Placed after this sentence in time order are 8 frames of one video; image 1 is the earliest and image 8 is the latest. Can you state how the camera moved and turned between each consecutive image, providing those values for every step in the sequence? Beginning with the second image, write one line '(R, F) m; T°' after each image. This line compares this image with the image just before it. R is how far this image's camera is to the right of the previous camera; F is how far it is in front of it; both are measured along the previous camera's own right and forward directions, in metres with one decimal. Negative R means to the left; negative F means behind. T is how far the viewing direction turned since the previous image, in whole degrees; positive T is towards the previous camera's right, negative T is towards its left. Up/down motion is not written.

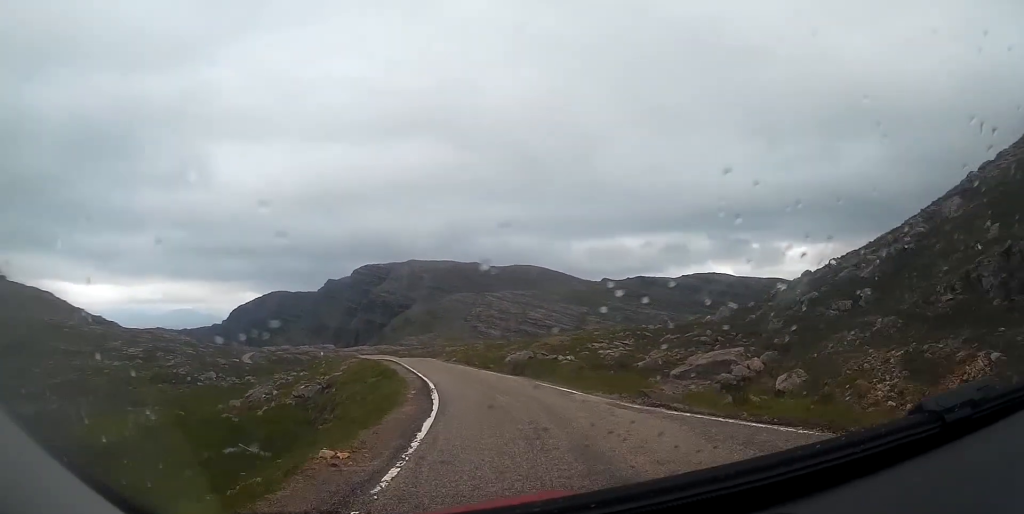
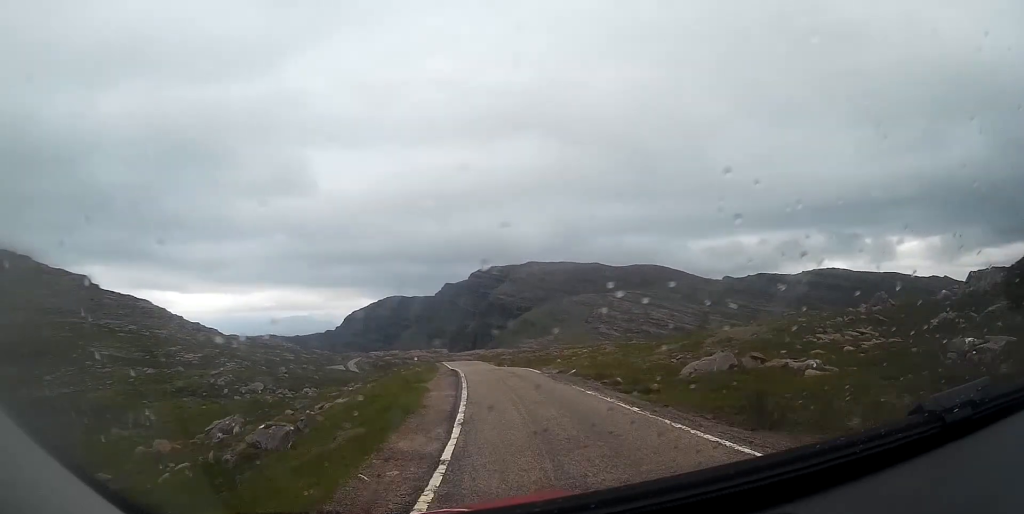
(-1.4, +18.6) m; -9°
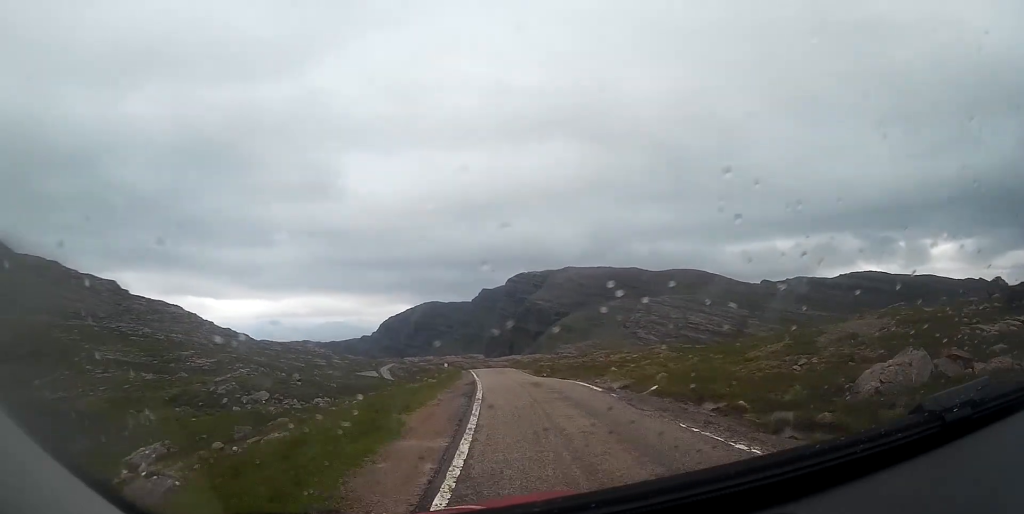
(-0.3, +7.5) m; -3°
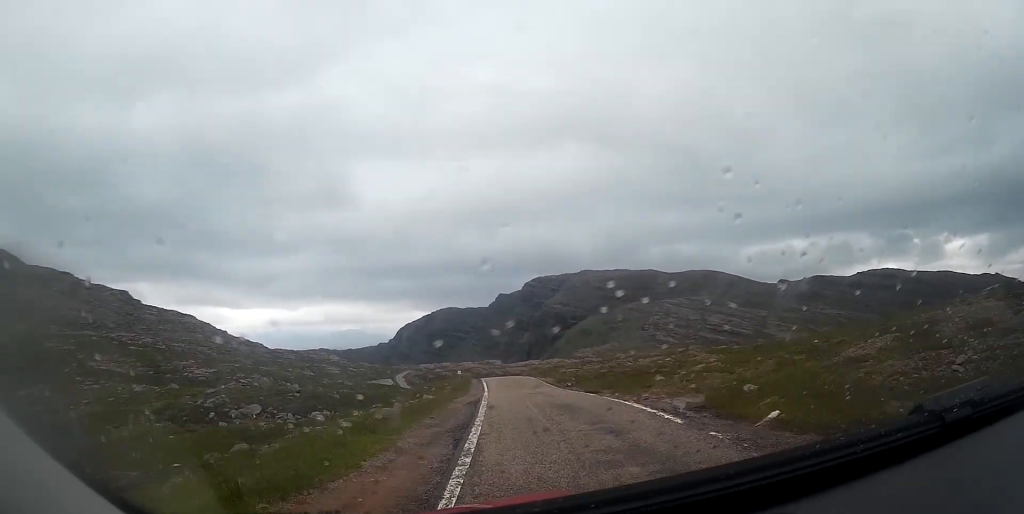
(-0.1, +5.6) m; -1°
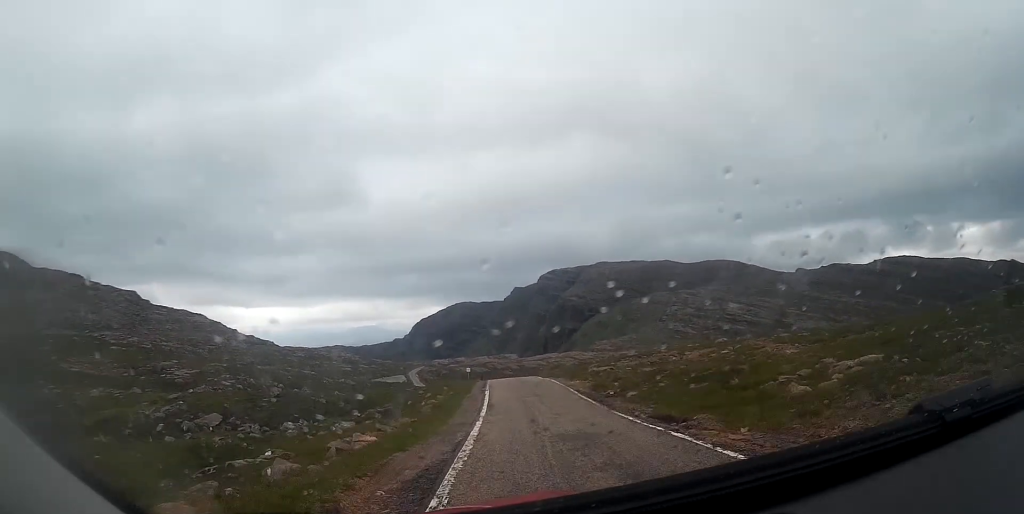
(-0.1, +10.0) m; -2°
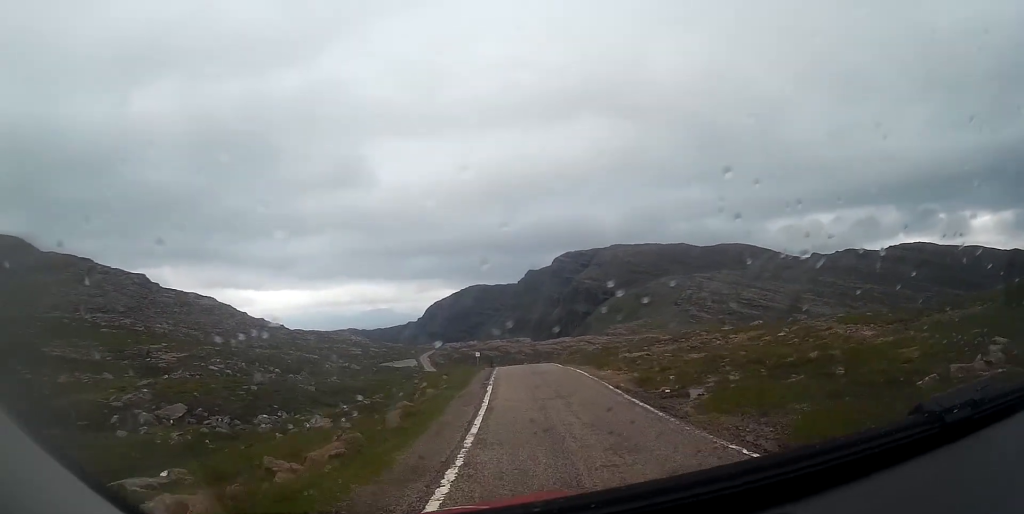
(-0.1, +6.5) m; -2°
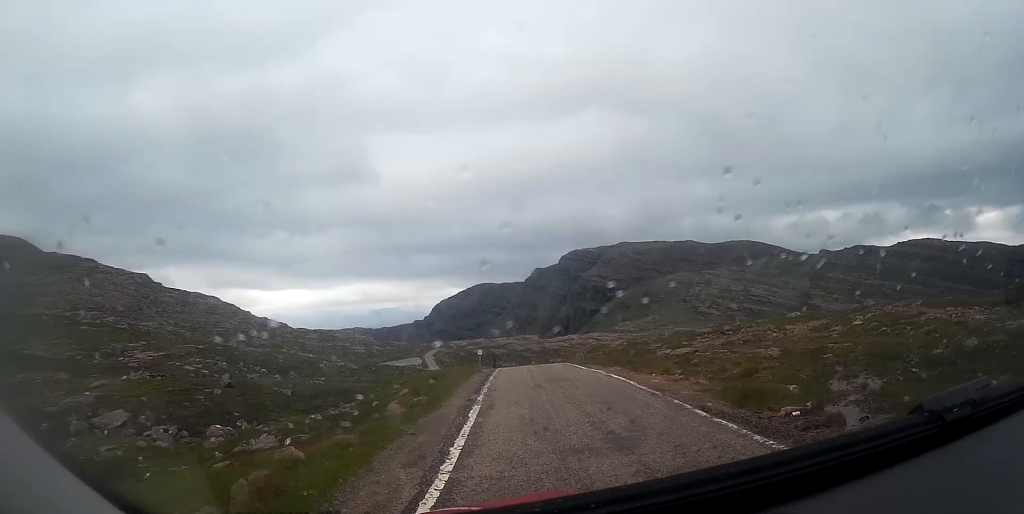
(-0.1, +6.6) m; 0°
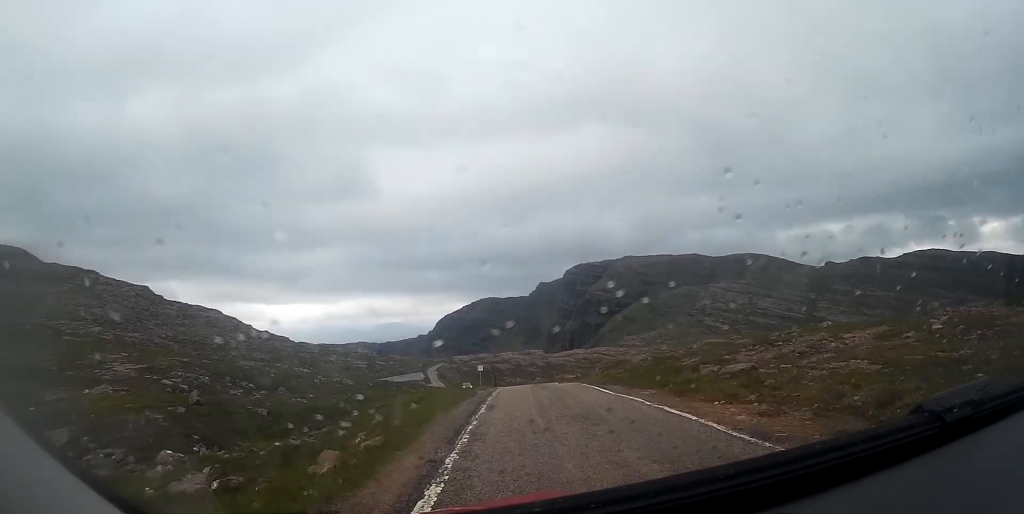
(0.0, +4.8) m; 0°
